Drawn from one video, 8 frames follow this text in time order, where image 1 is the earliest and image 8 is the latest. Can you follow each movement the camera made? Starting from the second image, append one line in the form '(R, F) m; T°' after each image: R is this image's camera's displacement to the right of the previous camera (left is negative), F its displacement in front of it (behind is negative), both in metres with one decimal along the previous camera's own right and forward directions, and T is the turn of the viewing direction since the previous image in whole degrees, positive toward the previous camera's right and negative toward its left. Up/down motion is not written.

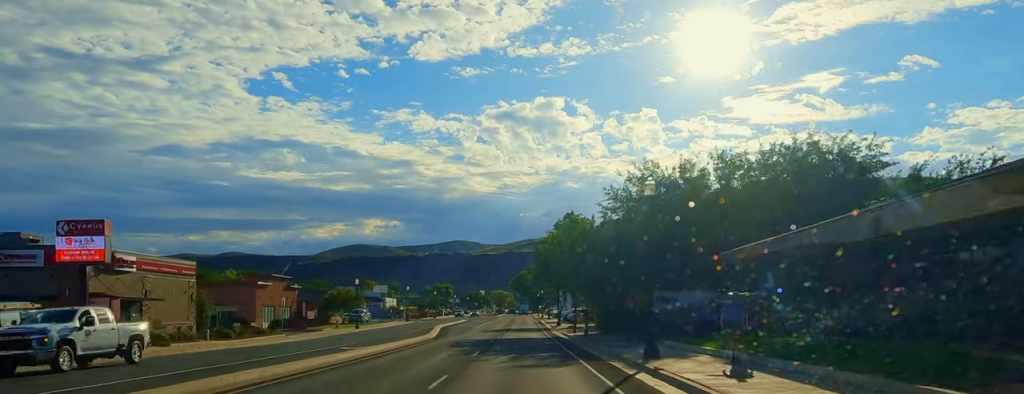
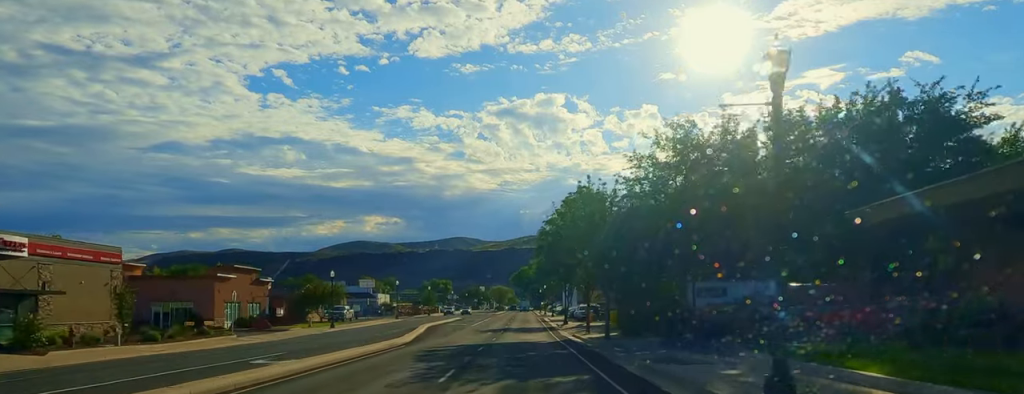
(+0.2, +11.0) m; +1°
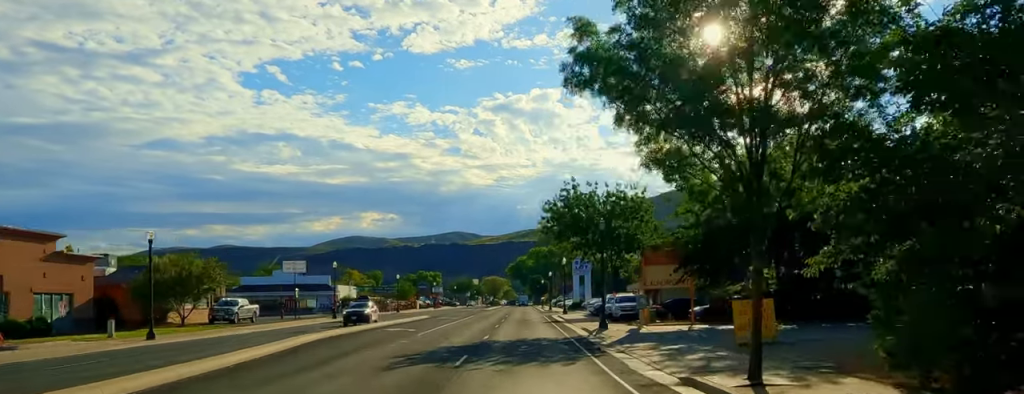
(0.0, +33.8) m; 0°
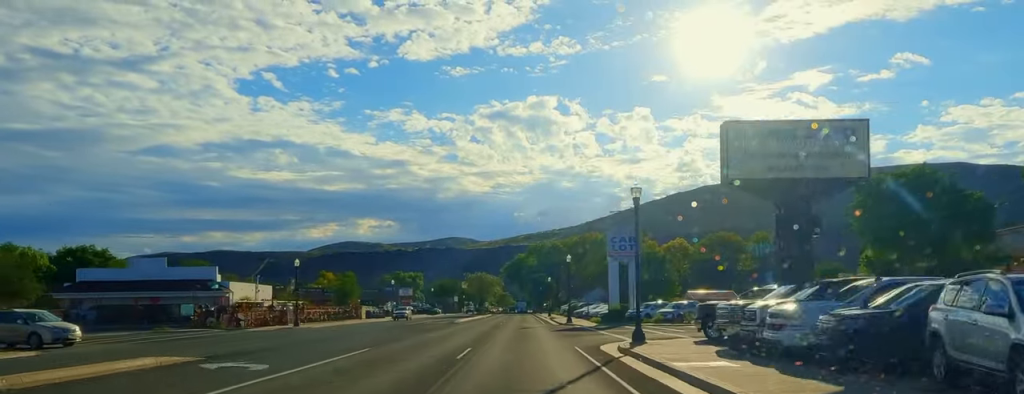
(0.0, +46.3) m; 0°
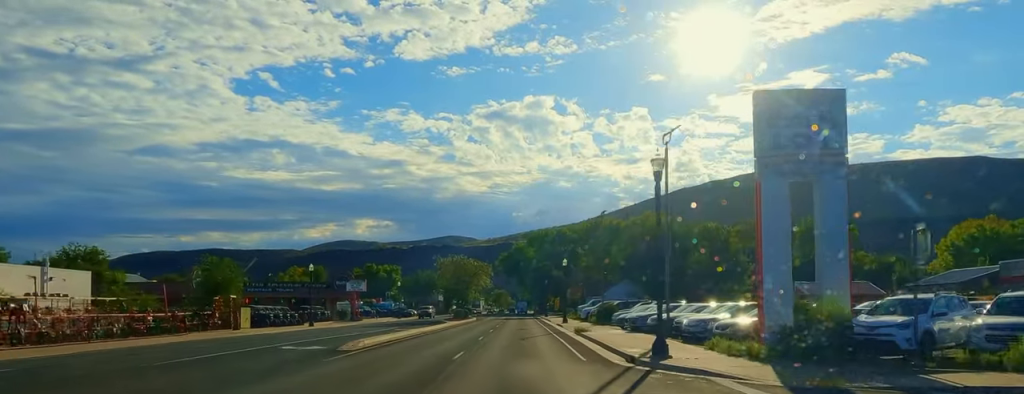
(0.0, +39.0) m; 0°
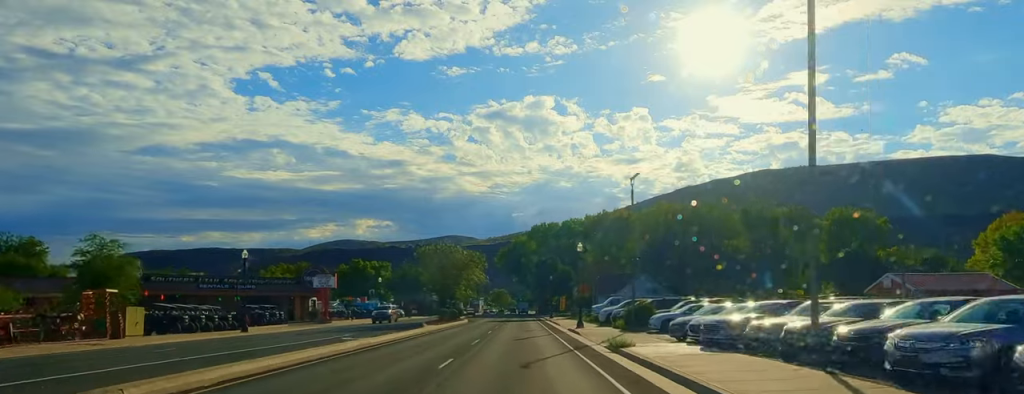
(0.0, +15.3) m; 0°
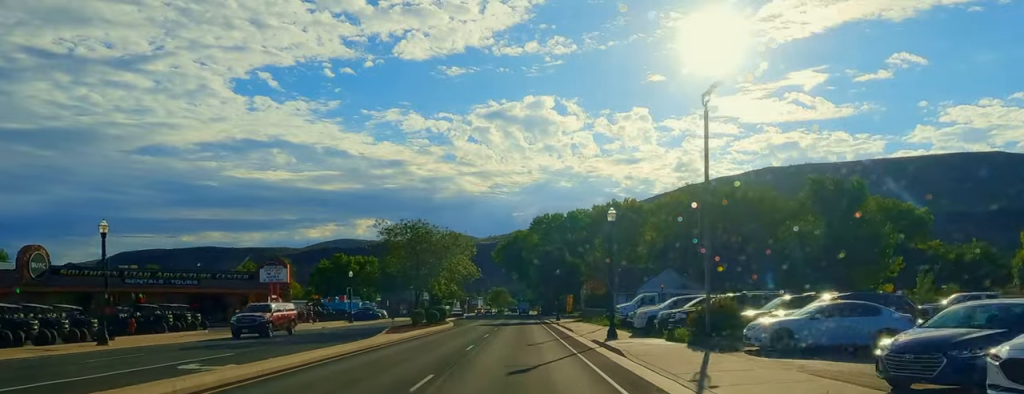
(0.0, +16.3) m; 0°
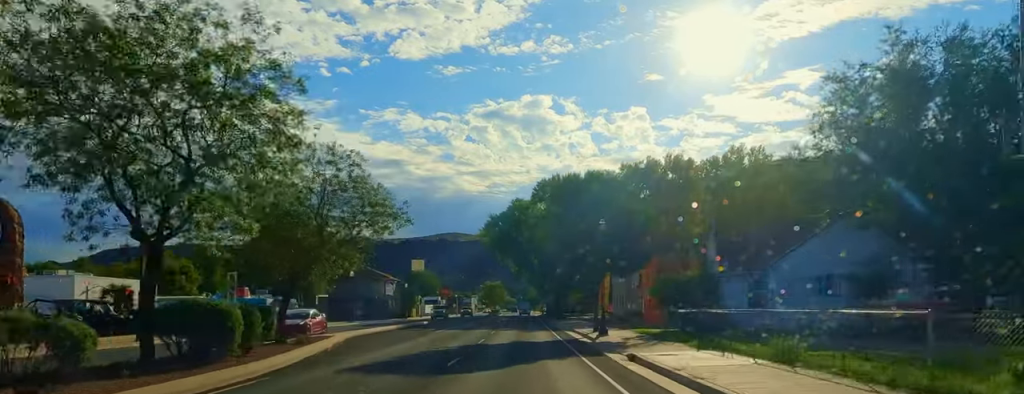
(-0.2, +42.5) m; -3°
